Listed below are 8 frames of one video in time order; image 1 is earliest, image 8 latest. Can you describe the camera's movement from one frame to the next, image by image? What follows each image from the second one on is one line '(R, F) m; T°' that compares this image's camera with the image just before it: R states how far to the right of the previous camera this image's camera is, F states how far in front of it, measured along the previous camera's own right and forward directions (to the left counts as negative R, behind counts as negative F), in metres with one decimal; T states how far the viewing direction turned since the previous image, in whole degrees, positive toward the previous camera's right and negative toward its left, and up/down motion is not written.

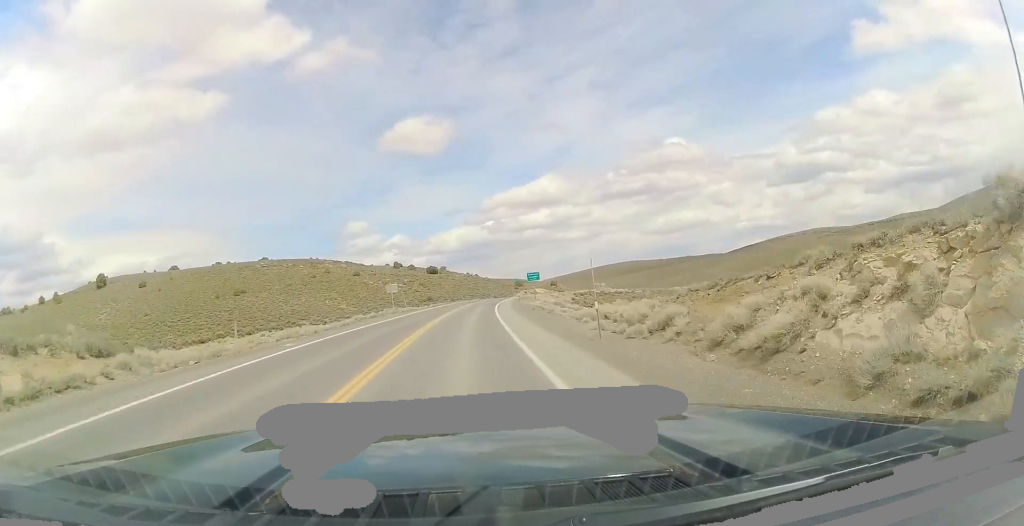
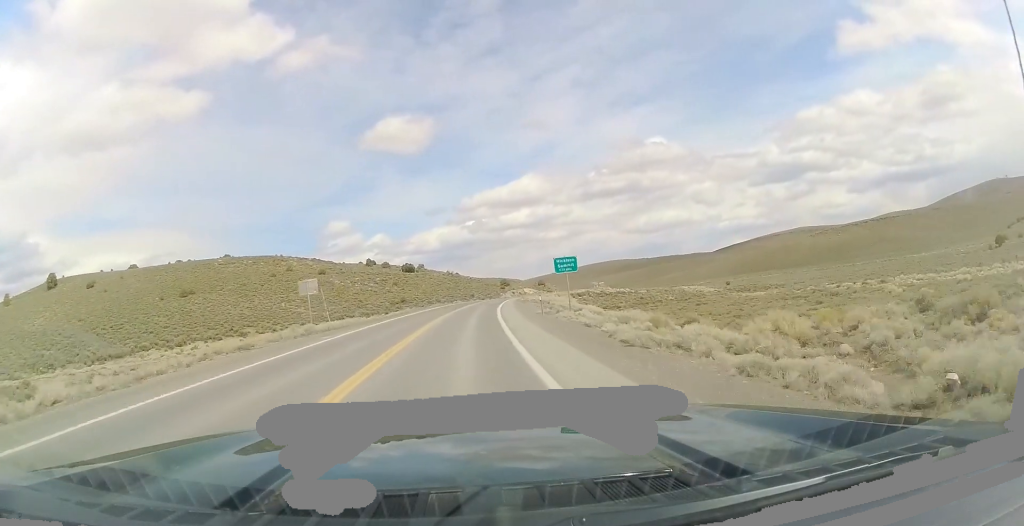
(+0.9, +26.3) m; +3°
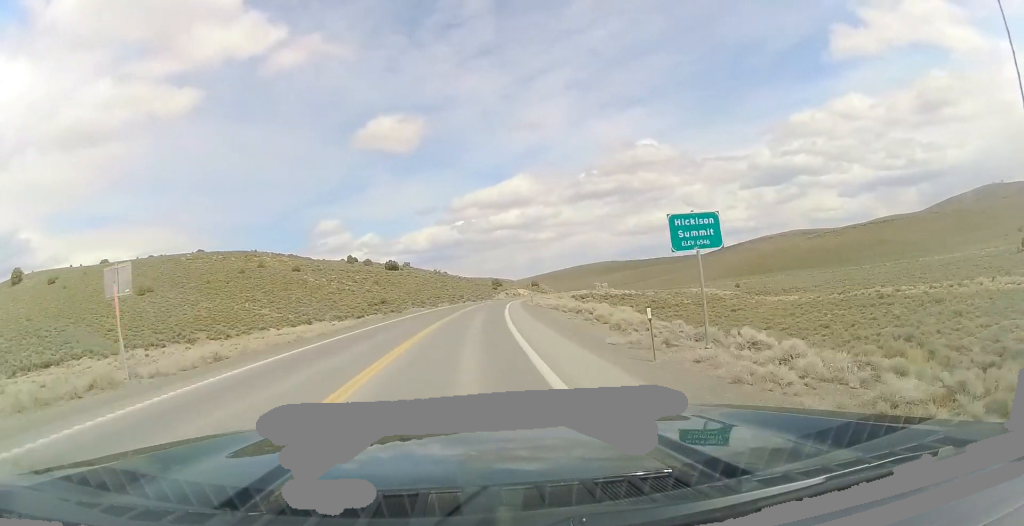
(+0.4, +18.8) m; +1°
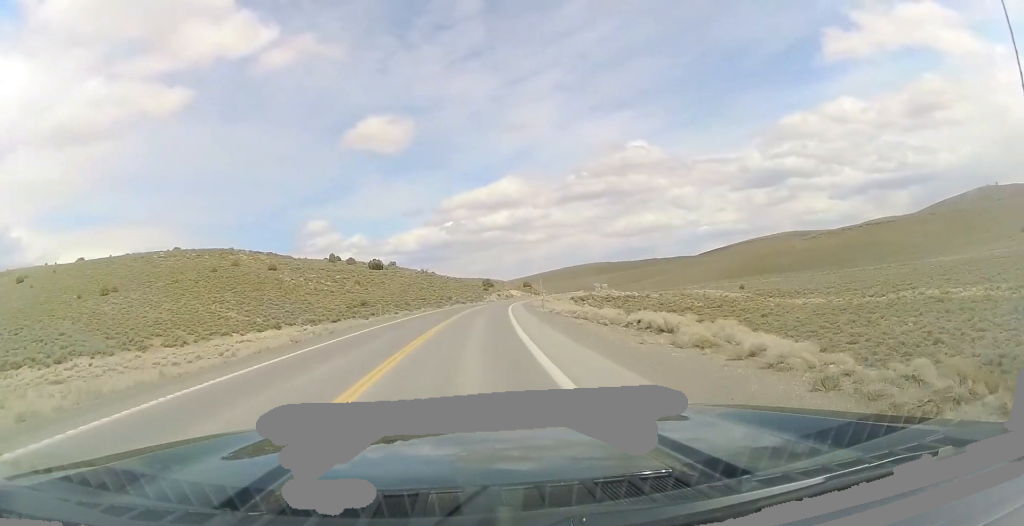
(0.0, +13.2) m; 0°
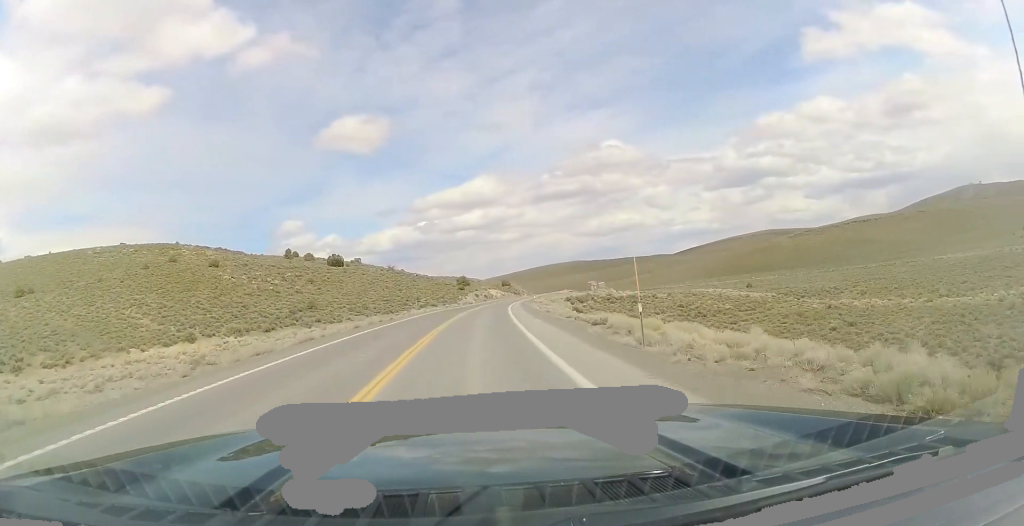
(0.0, +25.1) m; +1°
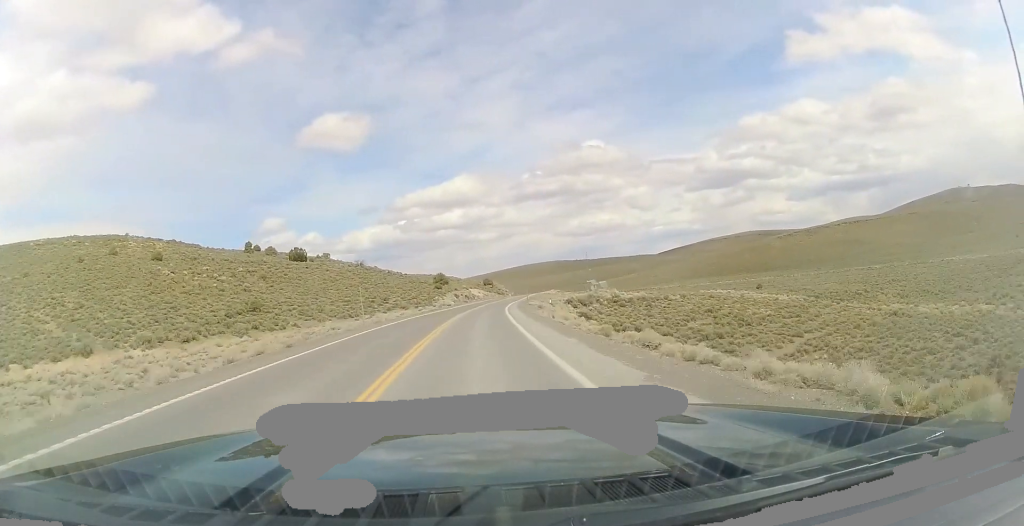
(+0.3, +20.1) m; +3°
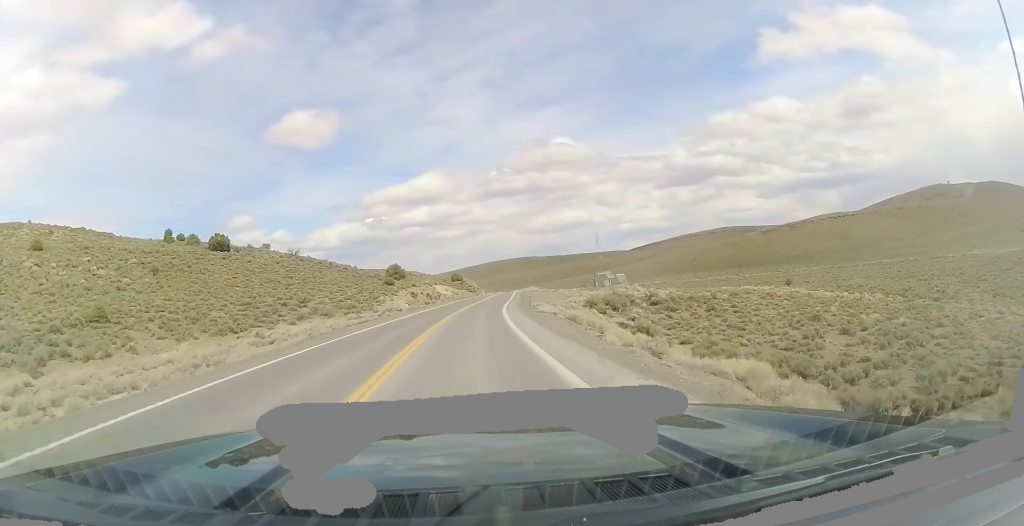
(+1.7, +33.4) m; +5°
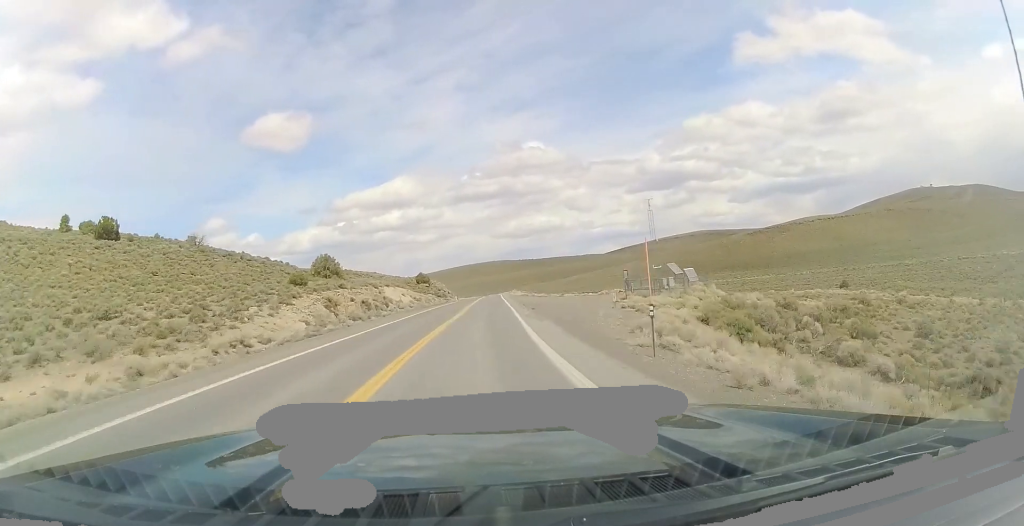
(+1.1, +34.2) m; +2°
